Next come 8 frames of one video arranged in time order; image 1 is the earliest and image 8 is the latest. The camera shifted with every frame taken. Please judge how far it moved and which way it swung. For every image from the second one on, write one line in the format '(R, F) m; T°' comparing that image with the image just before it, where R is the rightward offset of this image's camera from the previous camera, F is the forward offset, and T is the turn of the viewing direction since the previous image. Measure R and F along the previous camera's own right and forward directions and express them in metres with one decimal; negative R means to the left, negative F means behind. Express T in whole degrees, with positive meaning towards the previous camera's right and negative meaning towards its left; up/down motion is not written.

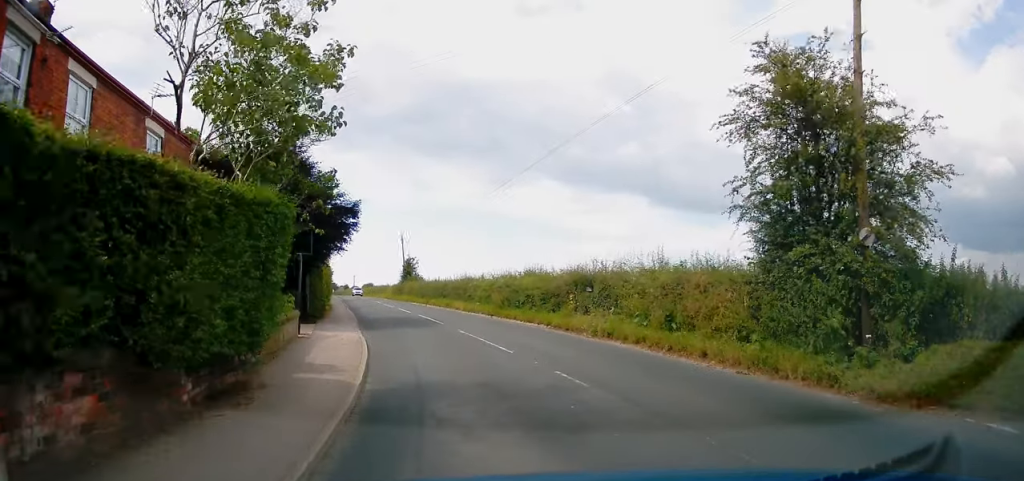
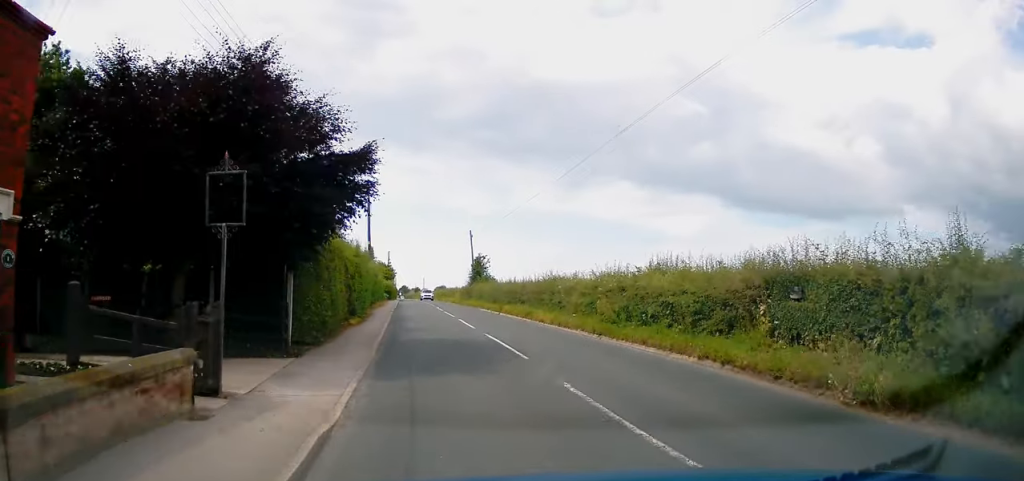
(-0.7, +9.6) m; -7°
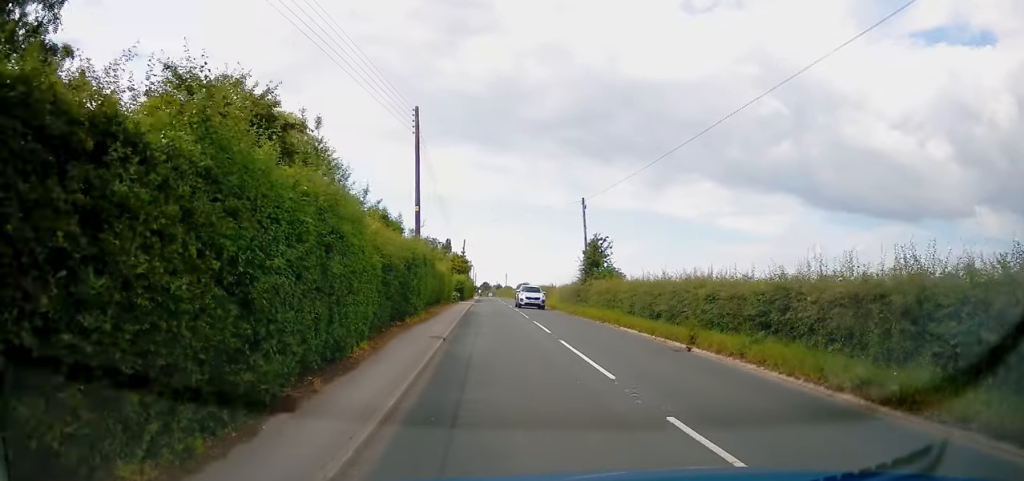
(-1.7, +19.6) m; -7°
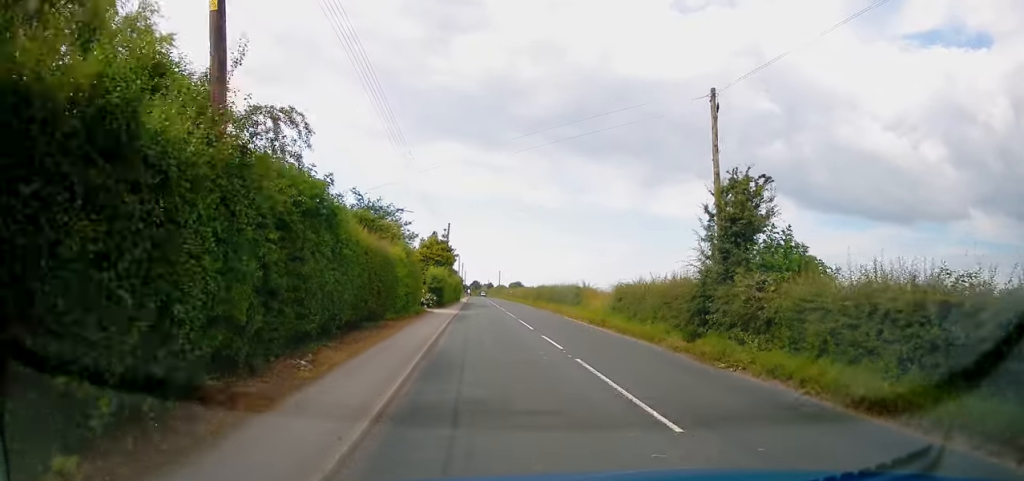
(-0.3, +21.6) m; +2°
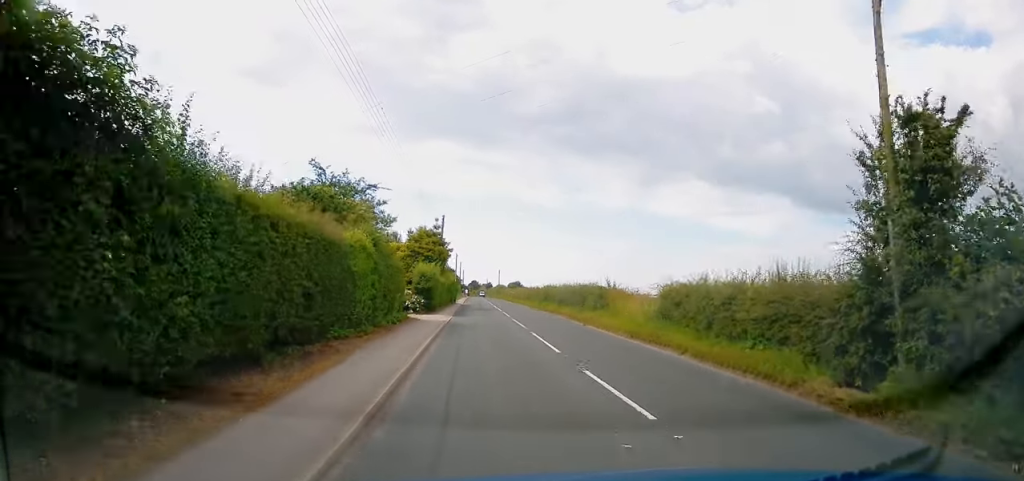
(+0.3, +7.4) m; 0°
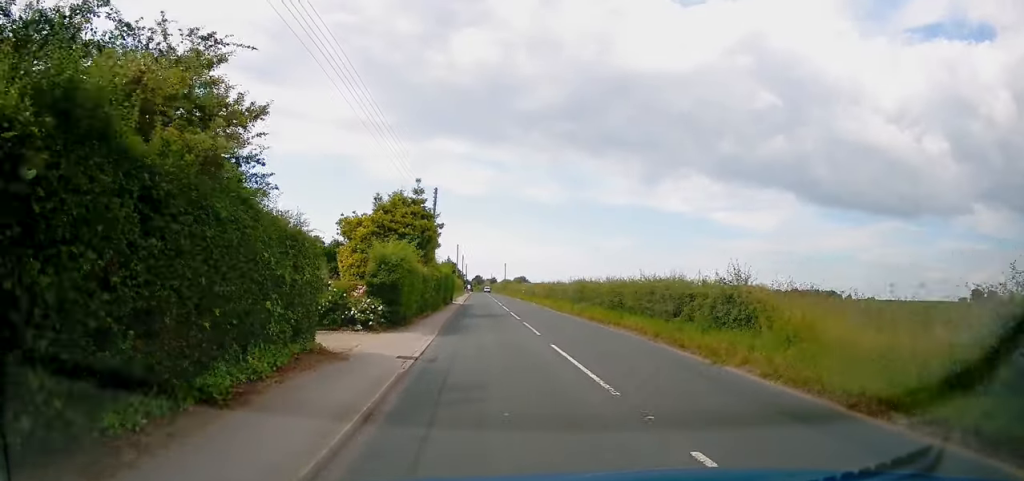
(0.0, +14.6) m; -1°
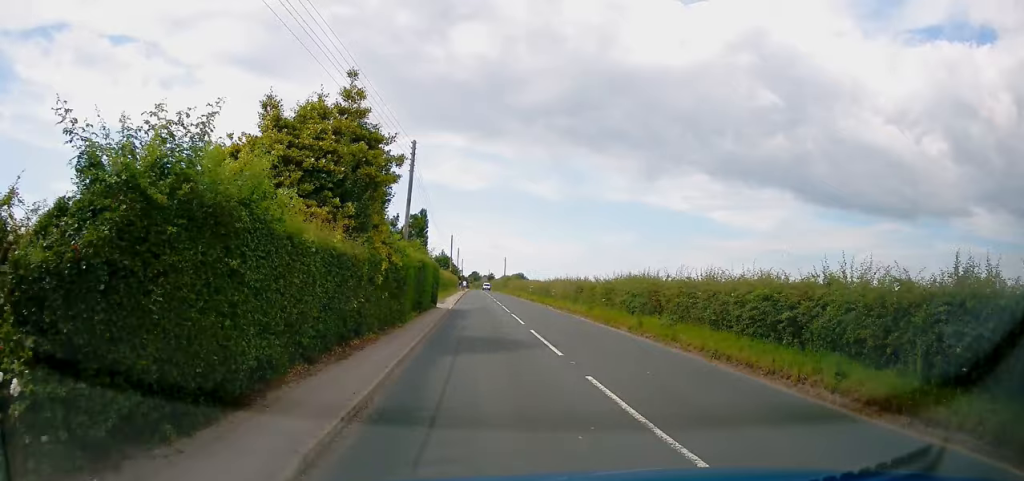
(-0.3, +13.9) m; -1°
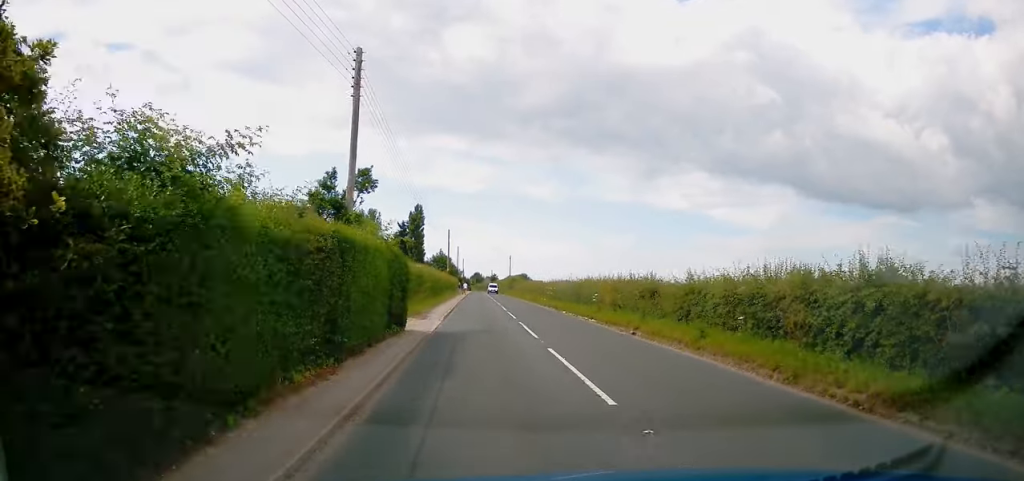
(0.0, +13.2) m; +1°
